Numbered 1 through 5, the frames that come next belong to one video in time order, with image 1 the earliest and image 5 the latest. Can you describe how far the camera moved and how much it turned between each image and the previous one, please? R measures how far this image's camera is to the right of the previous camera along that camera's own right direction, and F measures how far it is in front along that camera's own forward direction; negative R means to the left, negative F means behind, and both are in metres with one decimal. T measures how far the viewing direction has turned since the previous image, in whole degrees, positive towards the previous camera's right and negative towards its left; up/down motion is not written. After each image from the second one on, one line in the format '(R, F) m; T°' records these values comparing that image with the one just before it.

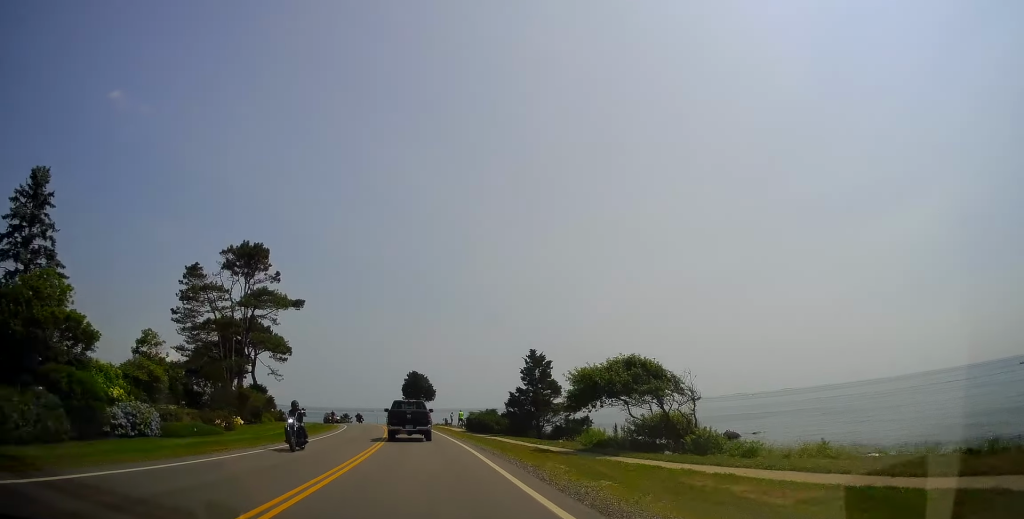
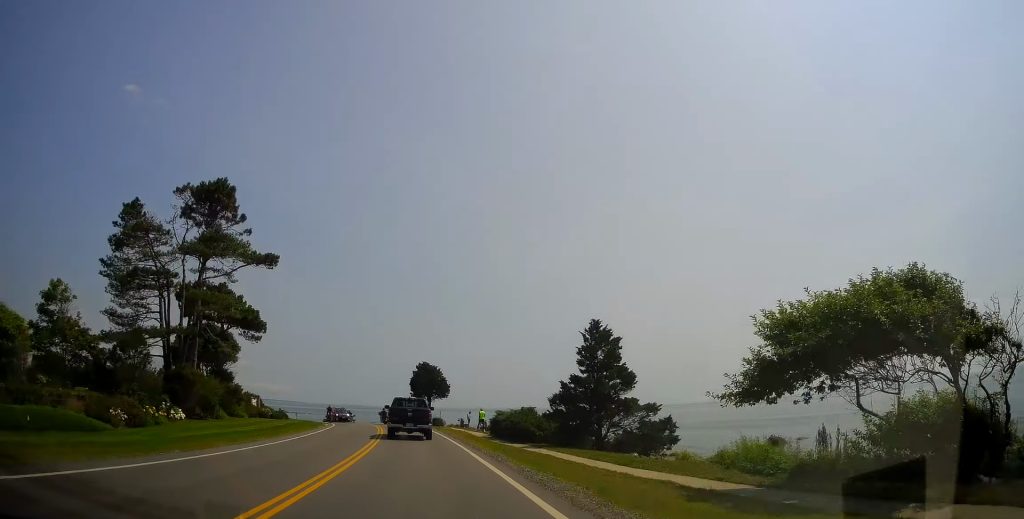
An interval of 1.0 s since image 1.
(+0.1, +13.2) m; -1°
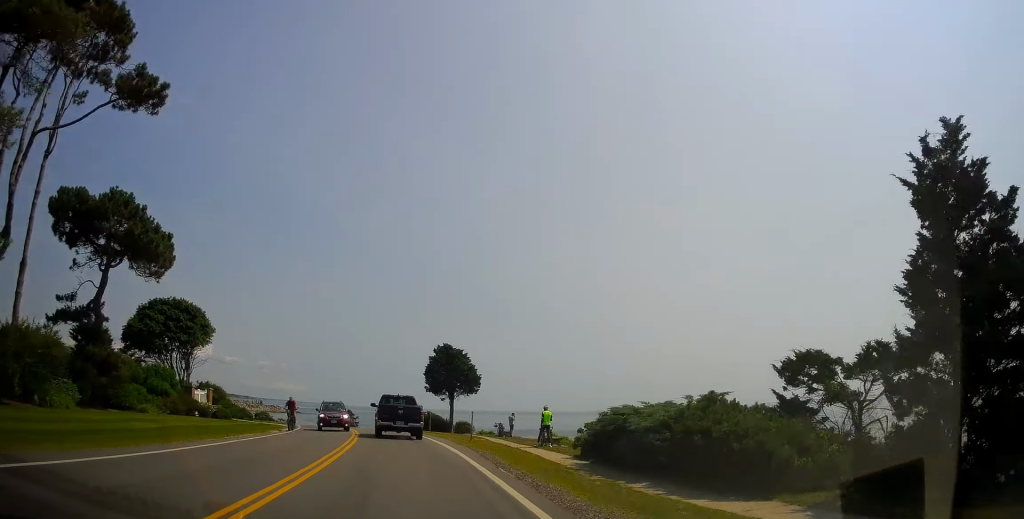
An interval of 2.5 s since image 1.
(-0.5, +20.2) m; -2°
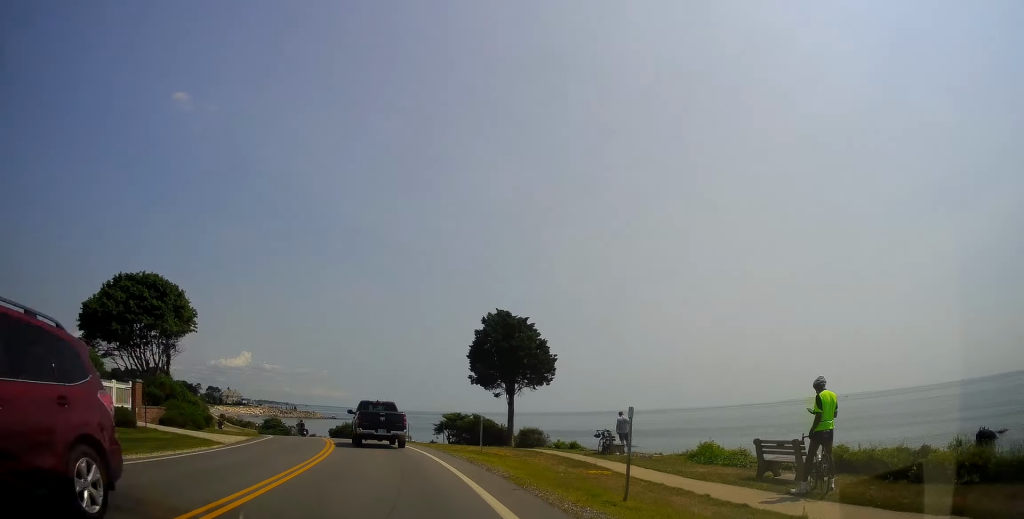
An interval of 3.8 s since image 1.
(-0.5, +16.8) m; -5°
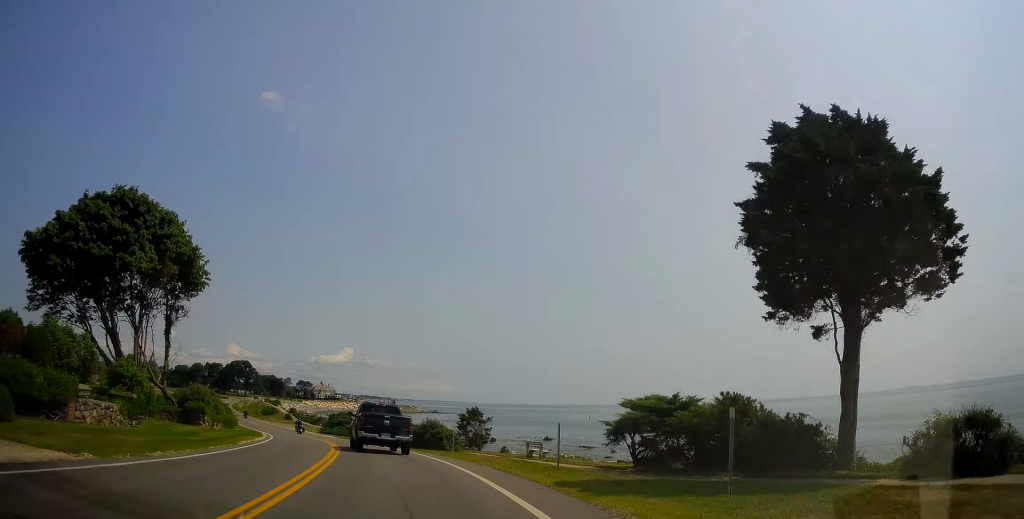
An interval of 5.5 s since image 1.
(-1.5, +23.2) m; -8°
